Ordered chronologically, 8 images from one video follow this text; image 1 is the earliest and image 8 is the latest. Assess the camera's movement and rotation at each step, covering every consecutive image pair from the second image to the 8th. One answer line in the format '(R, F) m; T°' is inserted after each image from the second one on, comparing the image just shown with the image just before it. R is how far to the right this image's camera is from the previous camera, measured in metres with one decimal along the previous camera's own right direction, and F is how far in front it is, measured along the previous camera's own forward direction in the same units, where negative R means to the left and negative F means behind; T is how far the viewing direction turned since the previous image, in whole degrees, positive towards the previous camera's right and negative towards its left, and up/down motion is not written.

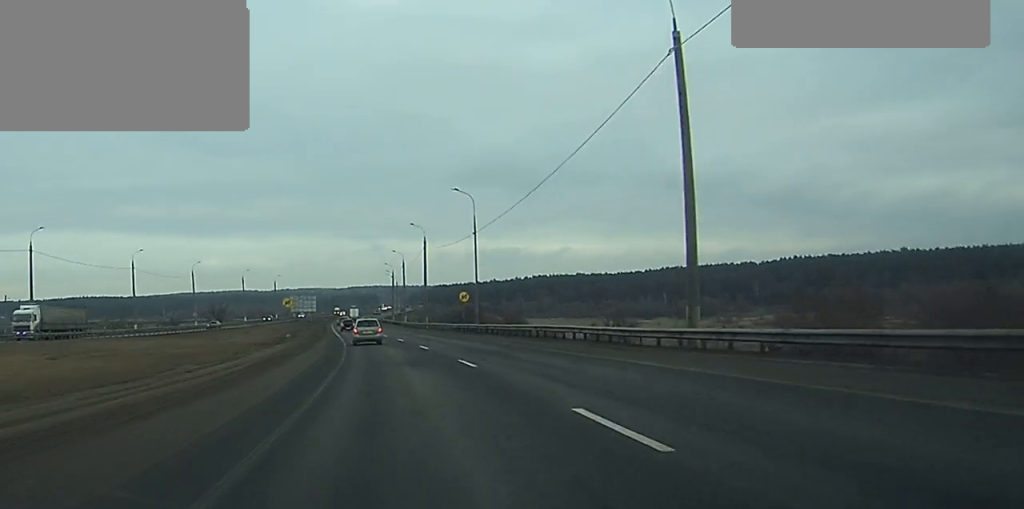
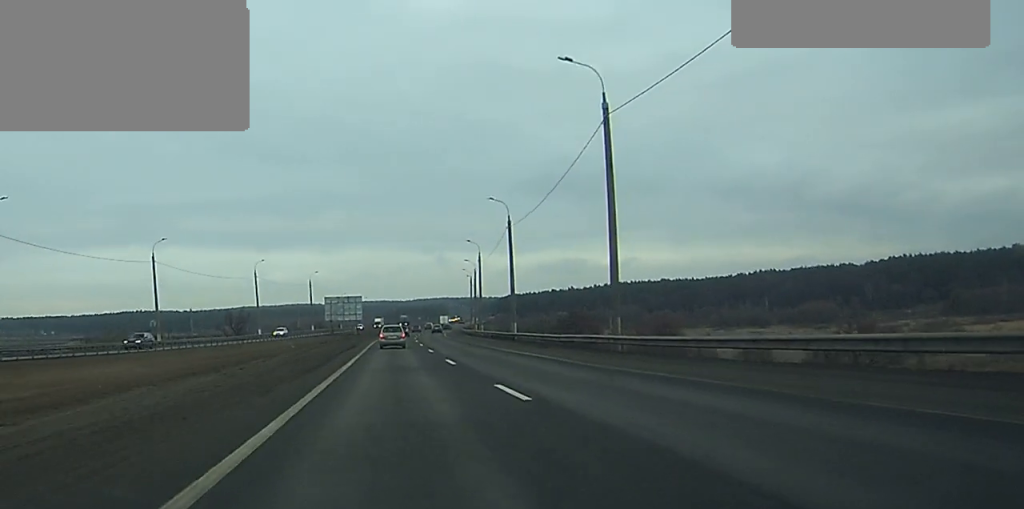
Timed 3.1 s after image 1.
(-3.5, +73.2) m; -5°
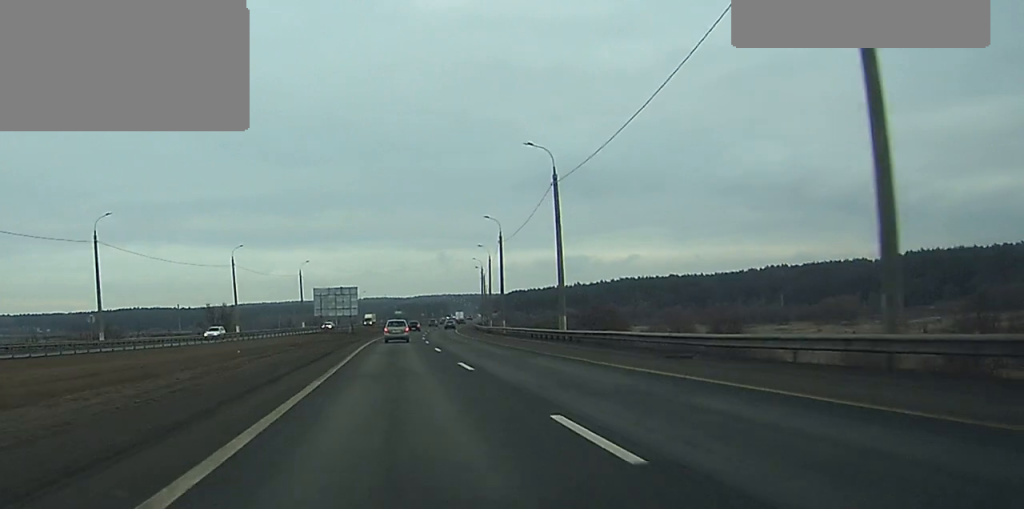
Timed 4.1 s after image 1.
(0.0, +23.1) m; 0°
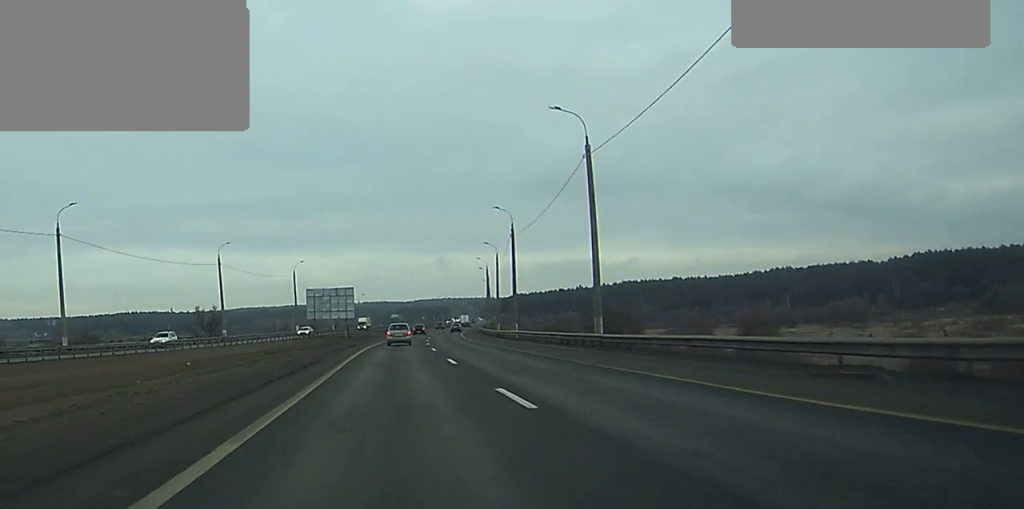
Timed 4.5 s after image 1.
(0.0, +10.4) m; 0°
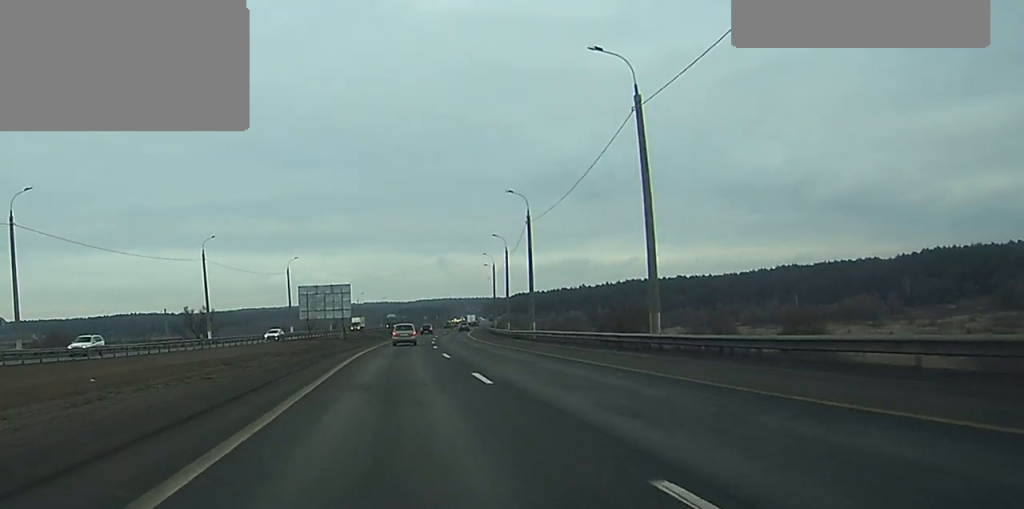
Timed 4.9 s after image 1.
(0.0, +10.4) m; 0°
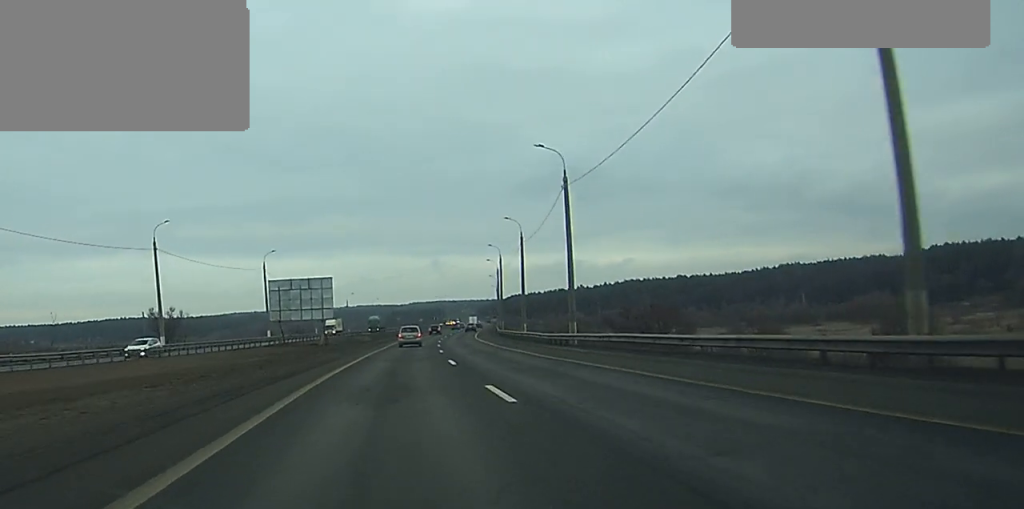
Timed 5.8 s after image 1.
(0.0, +20.2) m; 0°
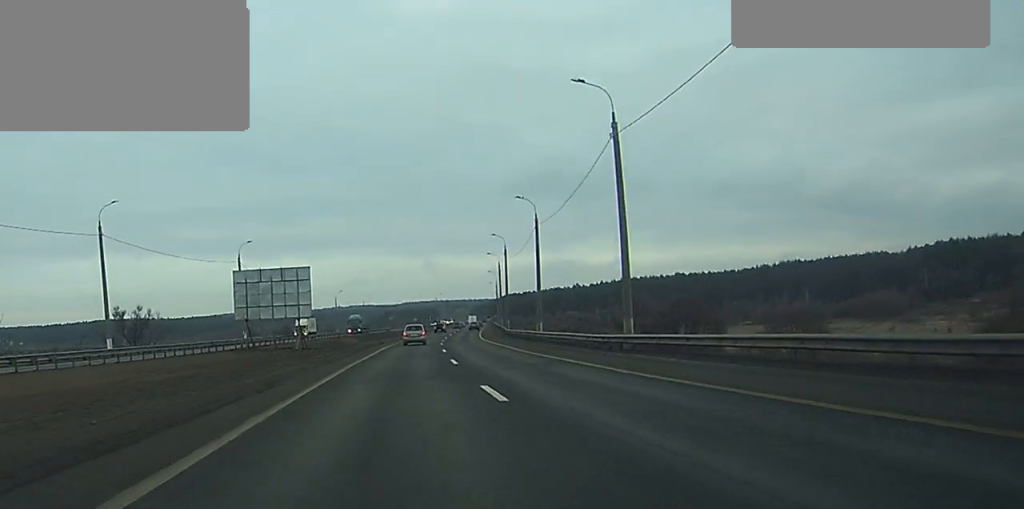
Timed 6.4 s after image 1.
(0.0, +15.4) m; 0°
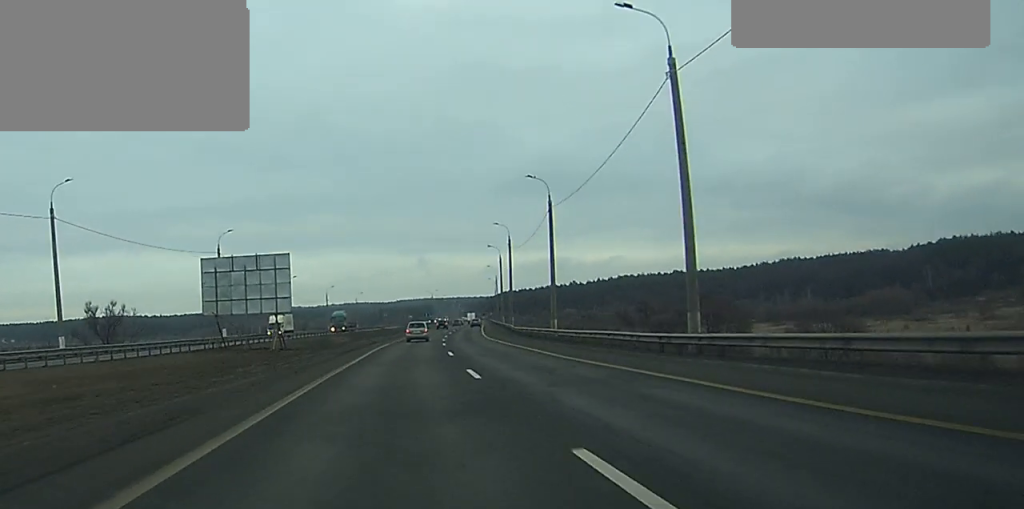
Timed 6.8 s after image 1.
(0.0, +9.8) m; +1°
